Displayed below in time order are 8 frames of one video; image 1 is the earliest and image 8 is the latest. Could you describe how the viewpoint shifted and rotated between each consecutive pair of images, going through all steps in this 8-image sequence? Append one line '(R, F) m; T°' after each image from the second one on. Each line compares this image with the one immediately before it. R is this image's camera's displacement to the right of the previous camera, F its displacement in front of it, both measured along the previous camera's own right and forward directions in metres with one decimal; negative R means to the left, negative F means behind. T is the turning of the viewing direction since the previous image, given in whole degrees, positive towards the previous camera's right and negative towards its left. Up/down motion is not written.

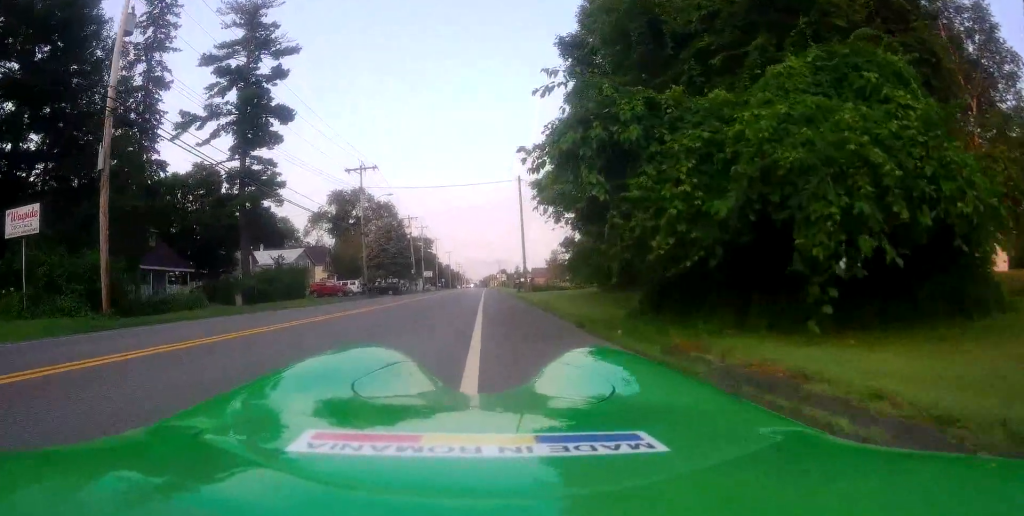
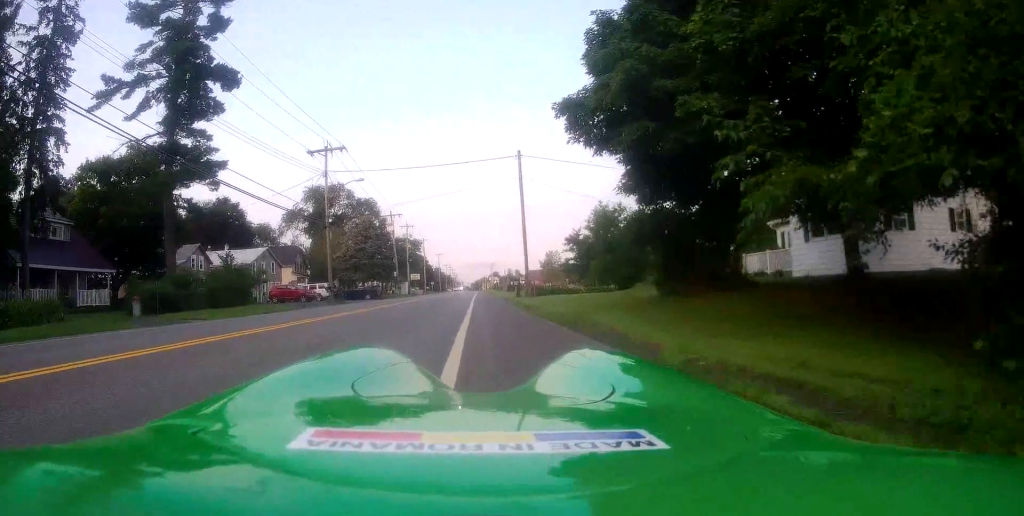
(+0.1, +9.8) m; +3°
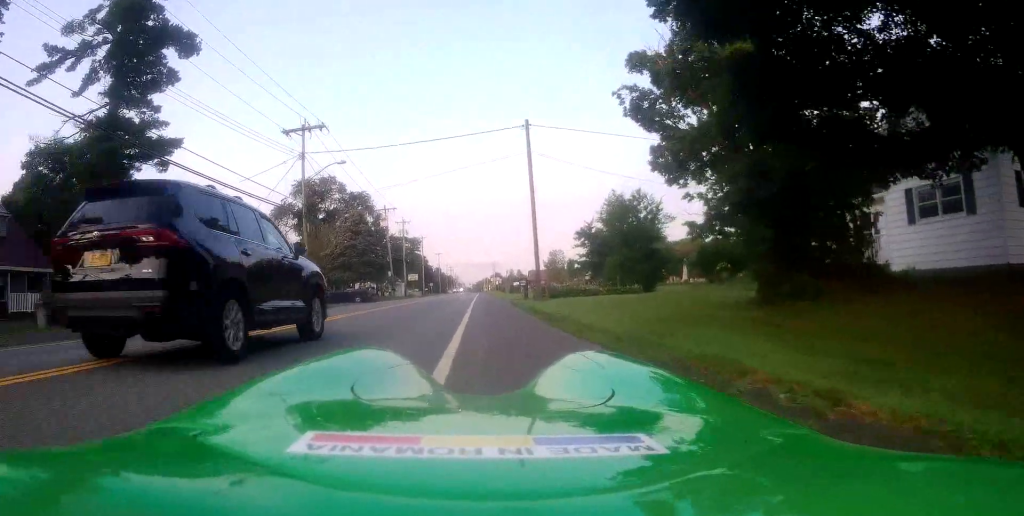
(+0.3, +6.4) m; -1°
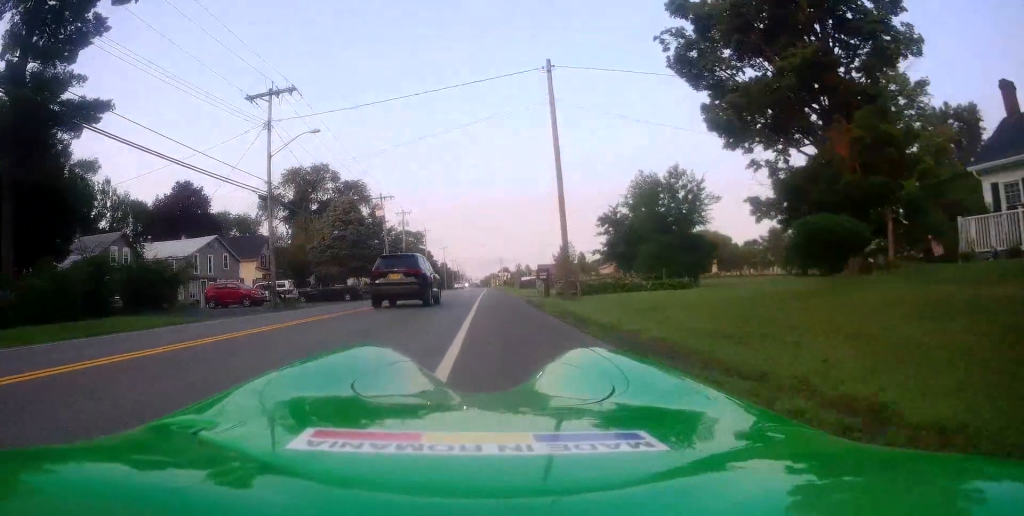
(-0.4, +7.8) m; -1°
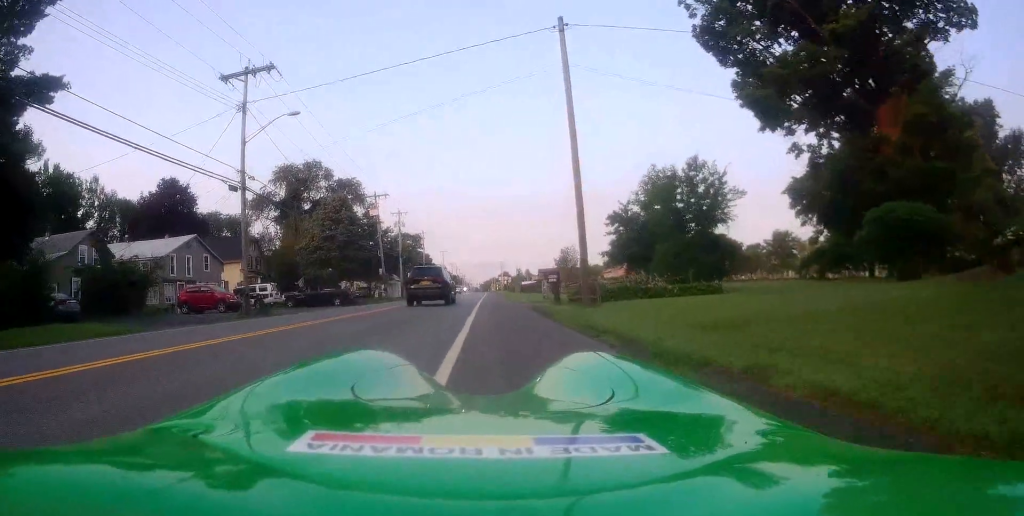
(0.0, +3.6) m; +2°
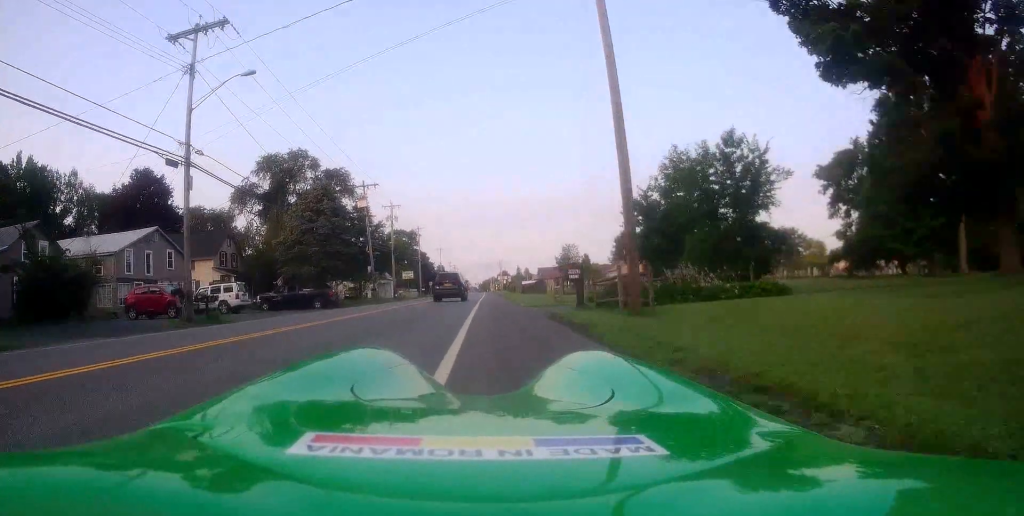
(+0.2, +5.6) m; -4°
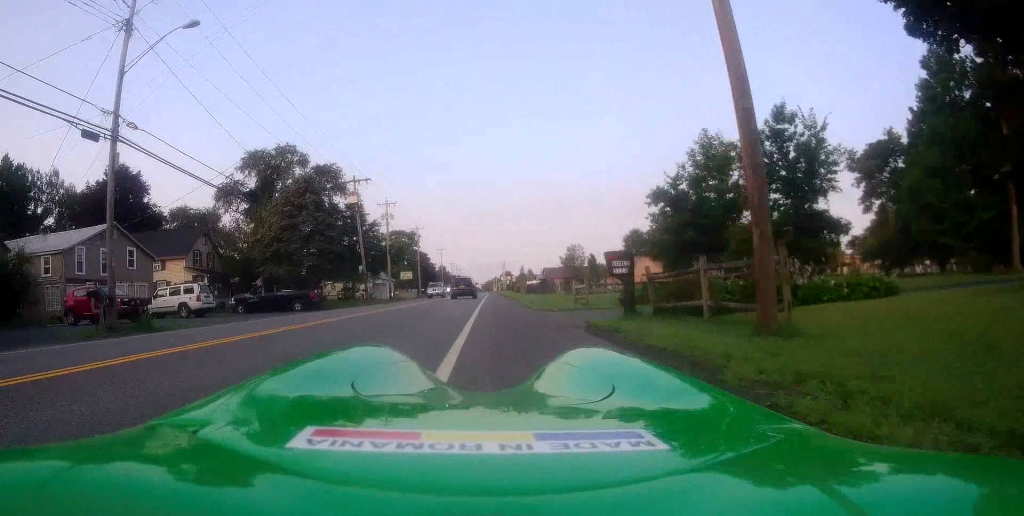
(-0.5, +5.4) m; -2°
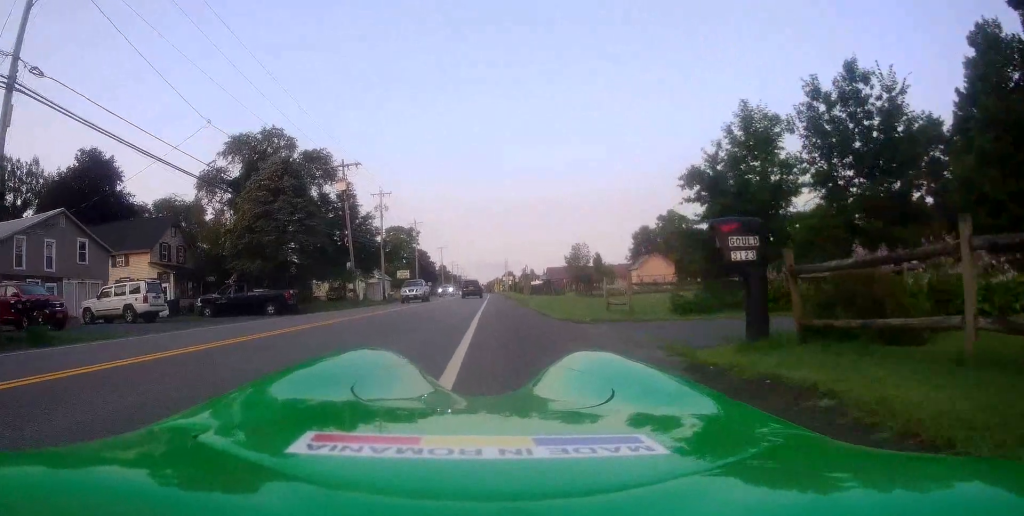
(0.0, +5.3) m; +2°
